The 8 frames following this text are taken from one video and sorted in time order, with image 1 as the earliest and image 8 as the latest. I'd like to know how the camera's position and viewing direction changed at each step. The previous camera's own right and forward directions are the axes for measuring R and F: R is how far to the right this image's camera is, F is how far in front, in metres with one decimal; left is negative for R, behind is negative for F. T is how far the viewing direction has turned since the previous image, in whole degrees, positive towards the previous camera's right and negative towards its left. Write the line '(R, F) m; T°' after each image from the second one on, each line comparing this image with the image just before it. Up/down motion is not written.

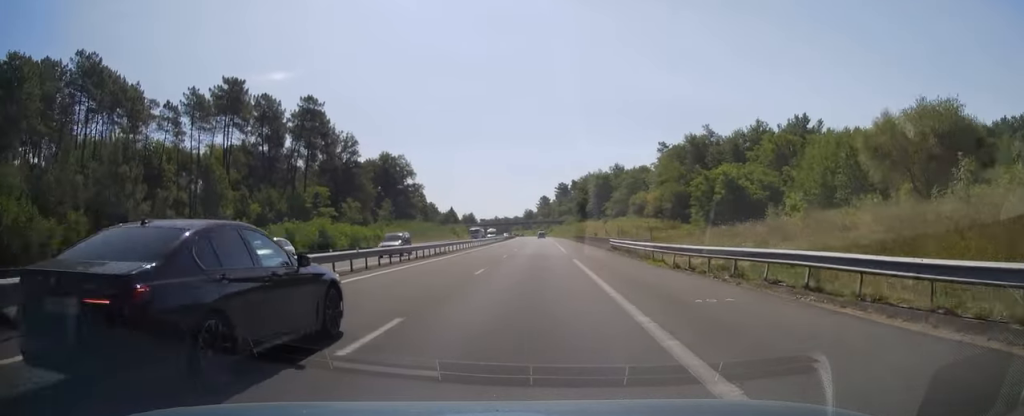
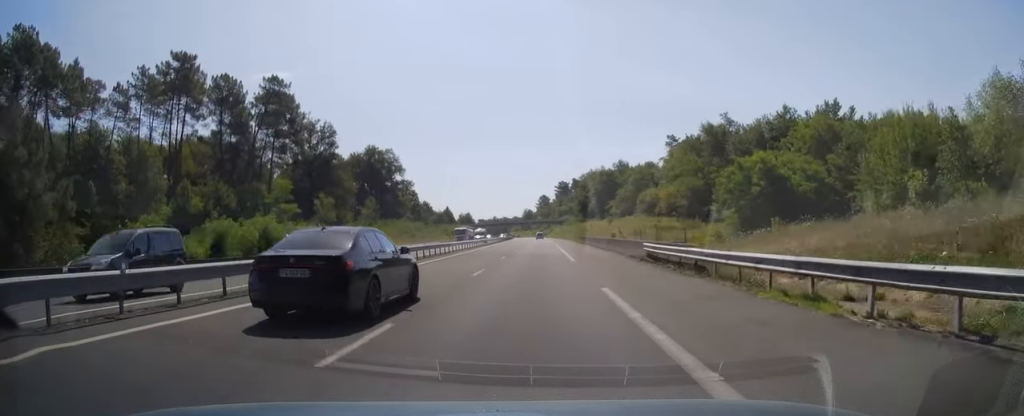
(+0.2, +13.8) m; 0°
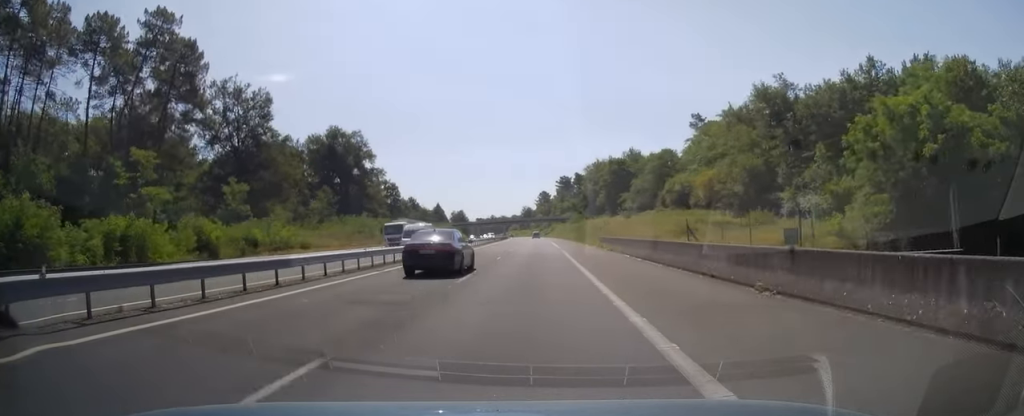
(-0.3, +28.9) m; -1°
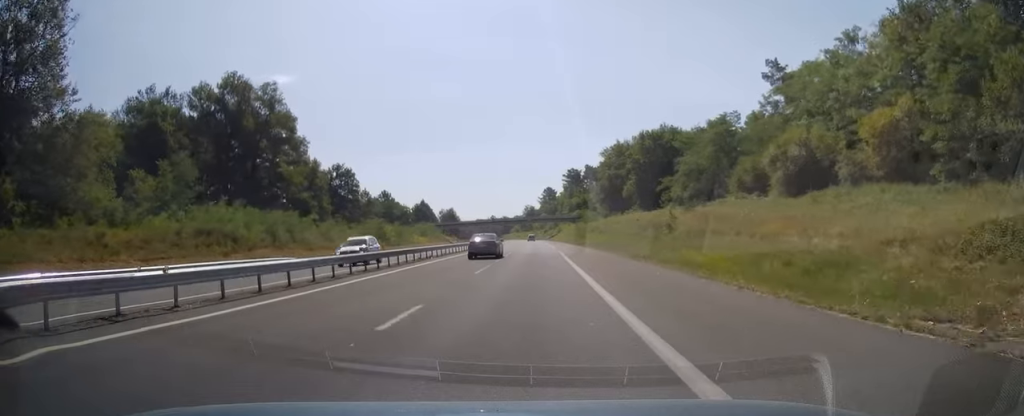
(-0.1, +47.1) m; 0°
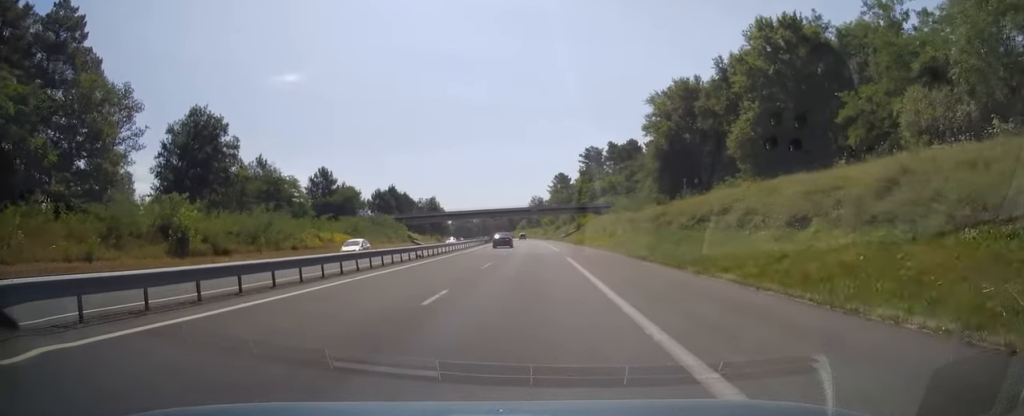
(-0.2, +63.2) m; -1°
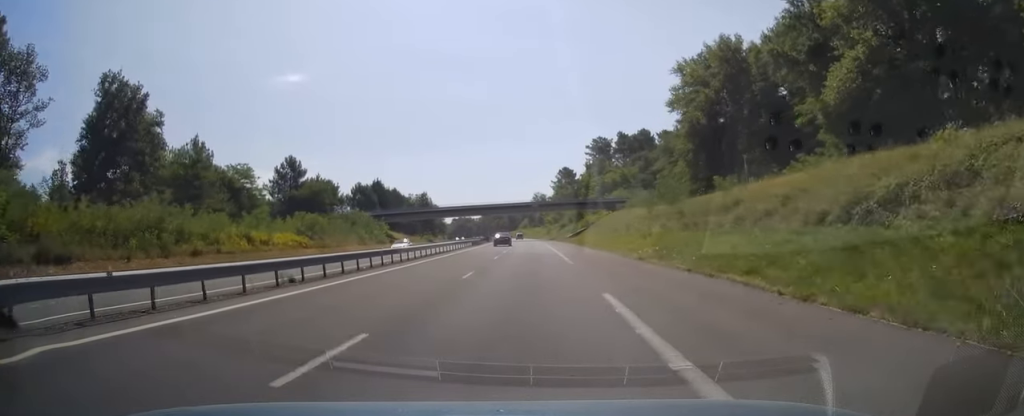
(-0.2, +19.6) m; -1°
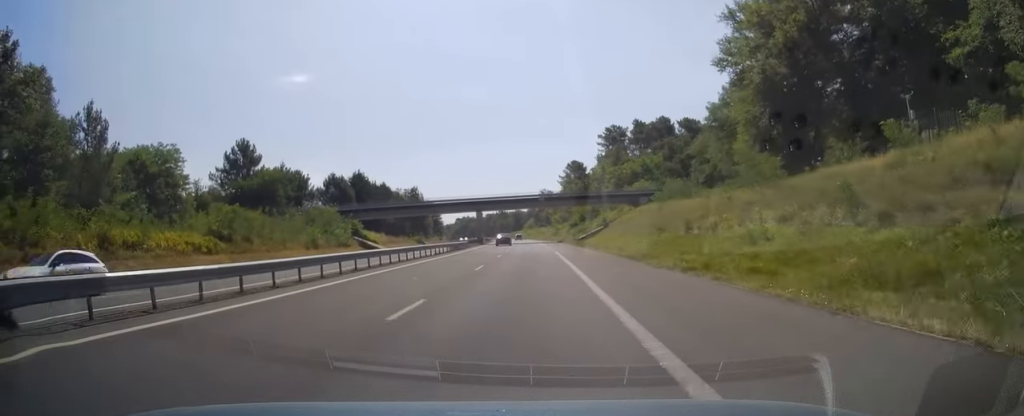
(-0.2, +22.1) m; -1°
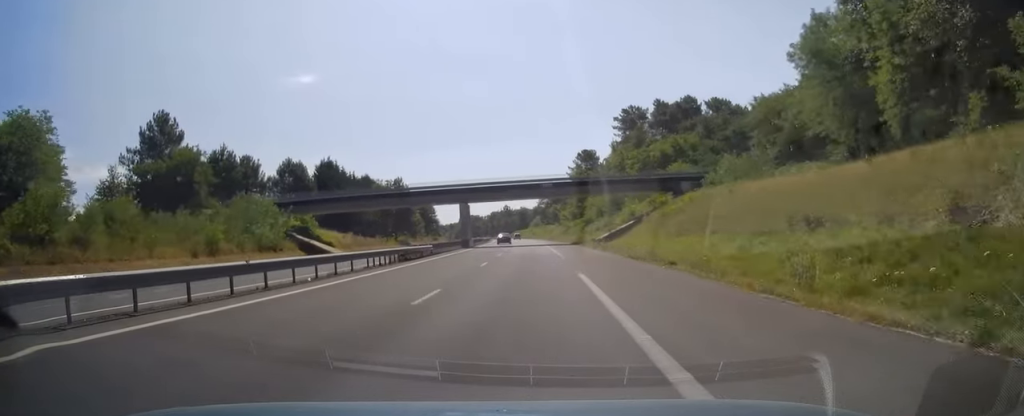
(0.0, +24.6) m; -1°
